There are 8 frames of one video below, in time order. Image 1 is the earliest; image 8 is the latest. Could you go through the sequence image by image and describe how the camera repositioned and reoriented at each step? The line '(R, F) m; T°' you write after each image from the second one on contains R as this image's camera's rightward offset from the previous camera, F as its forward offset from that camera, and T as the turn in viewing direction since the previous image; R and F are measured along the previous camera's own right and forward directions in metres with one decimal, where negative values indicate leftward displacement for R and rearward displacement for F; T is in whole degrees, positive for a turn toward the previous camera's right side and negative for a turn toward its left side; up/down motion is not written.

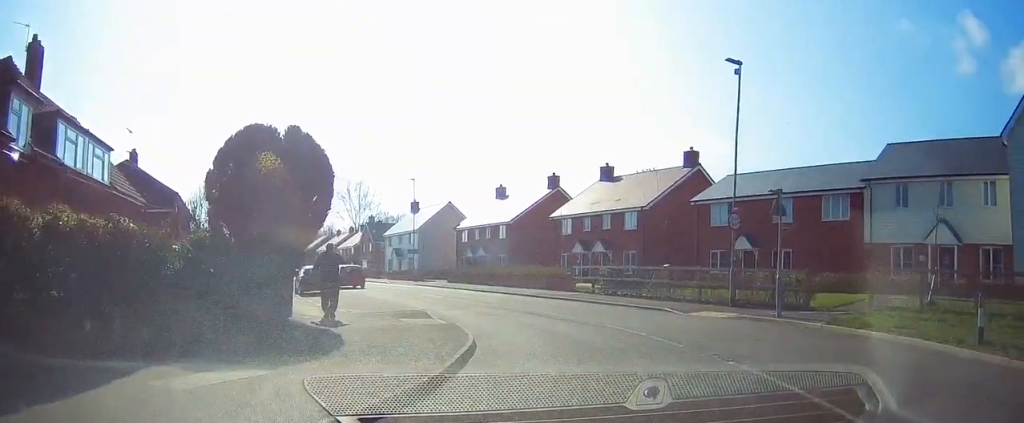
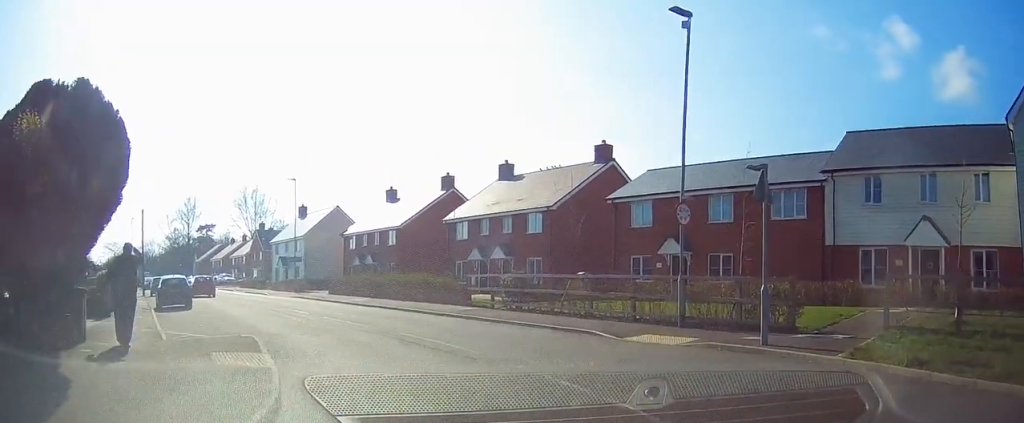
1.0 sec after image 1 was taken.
(+0.9, +5.0) m; +1°
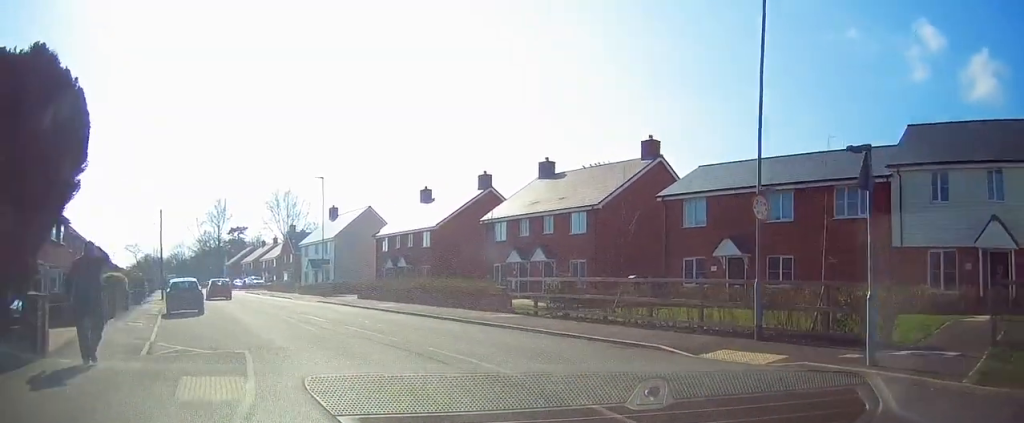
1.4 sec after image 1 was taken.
(-0.1, +2.4) m; -3°
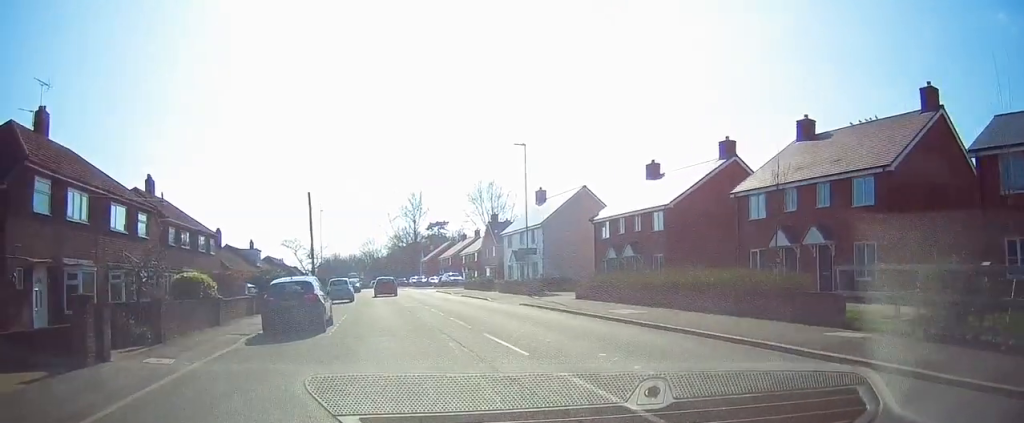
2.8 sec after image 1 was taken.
(-1.7, +10.0) m; -13°
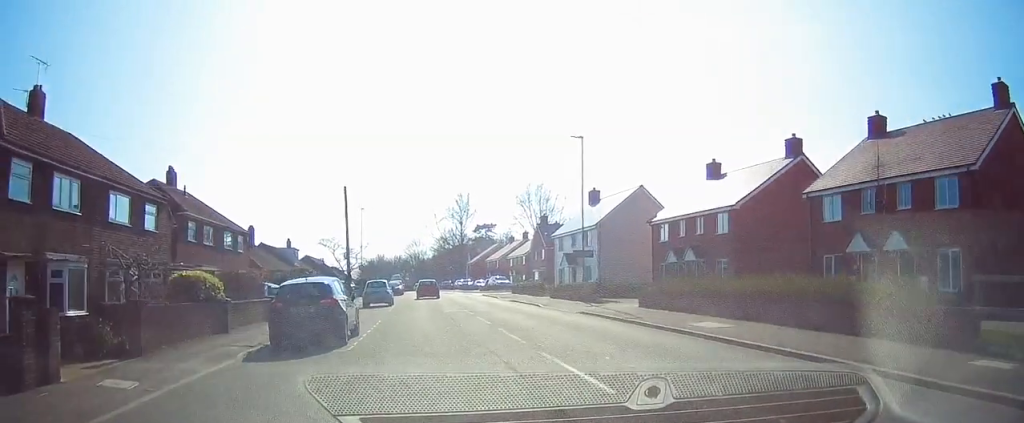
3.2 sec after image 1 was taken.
(0.0, +3.0) m; -2°
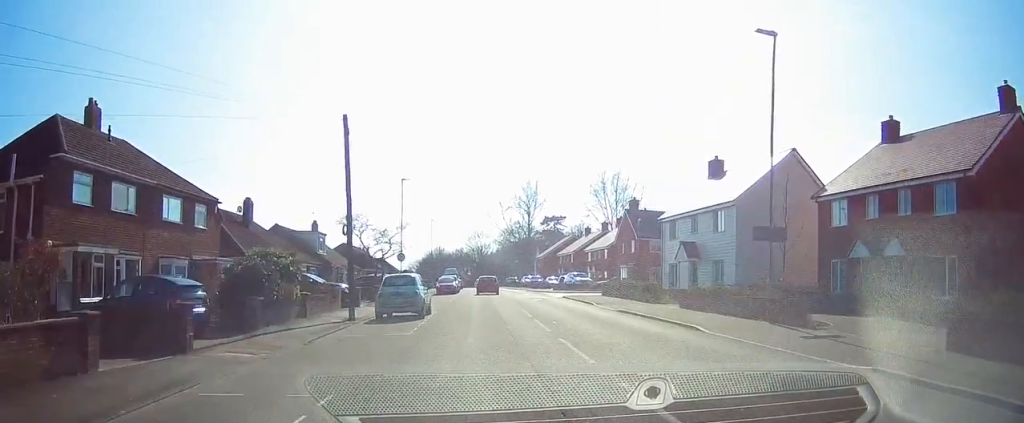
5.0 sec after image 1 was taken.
(-1.2, +14.4) m; -8°
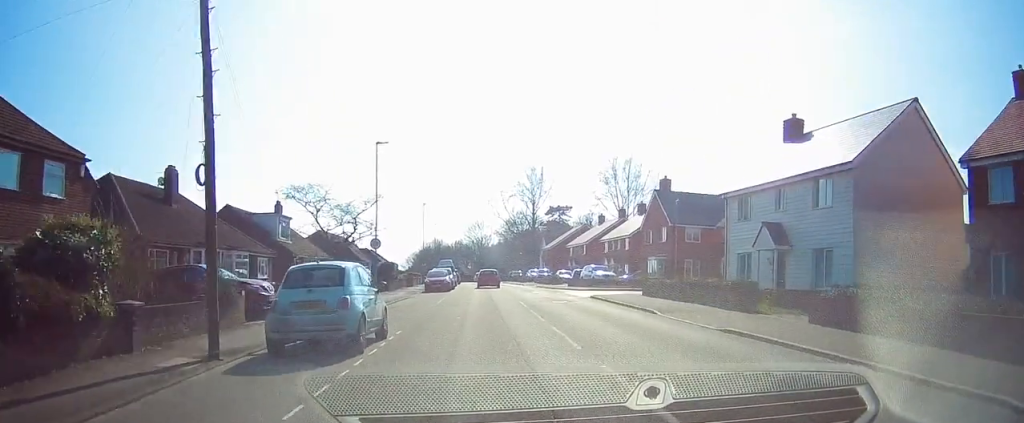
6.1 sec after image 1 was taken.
(-0.1, +10.4) m; -1°
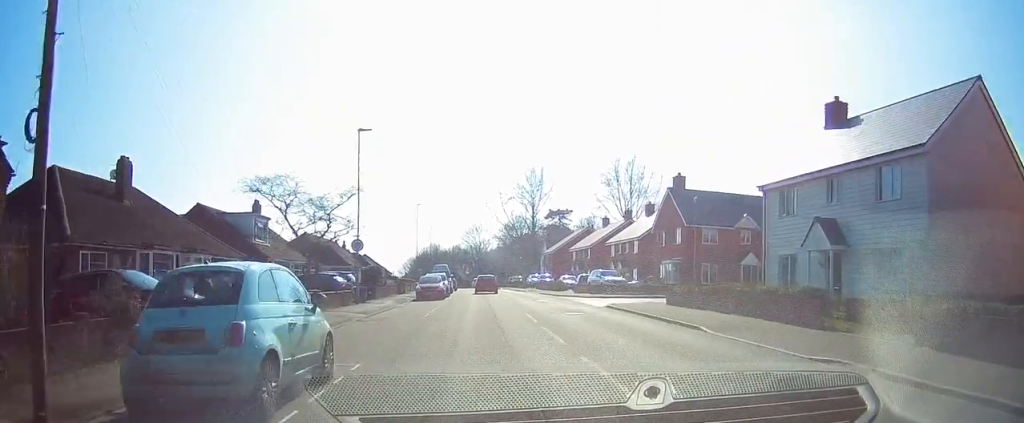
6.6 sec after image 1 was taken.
(0.0, +4.8) m; 0°
